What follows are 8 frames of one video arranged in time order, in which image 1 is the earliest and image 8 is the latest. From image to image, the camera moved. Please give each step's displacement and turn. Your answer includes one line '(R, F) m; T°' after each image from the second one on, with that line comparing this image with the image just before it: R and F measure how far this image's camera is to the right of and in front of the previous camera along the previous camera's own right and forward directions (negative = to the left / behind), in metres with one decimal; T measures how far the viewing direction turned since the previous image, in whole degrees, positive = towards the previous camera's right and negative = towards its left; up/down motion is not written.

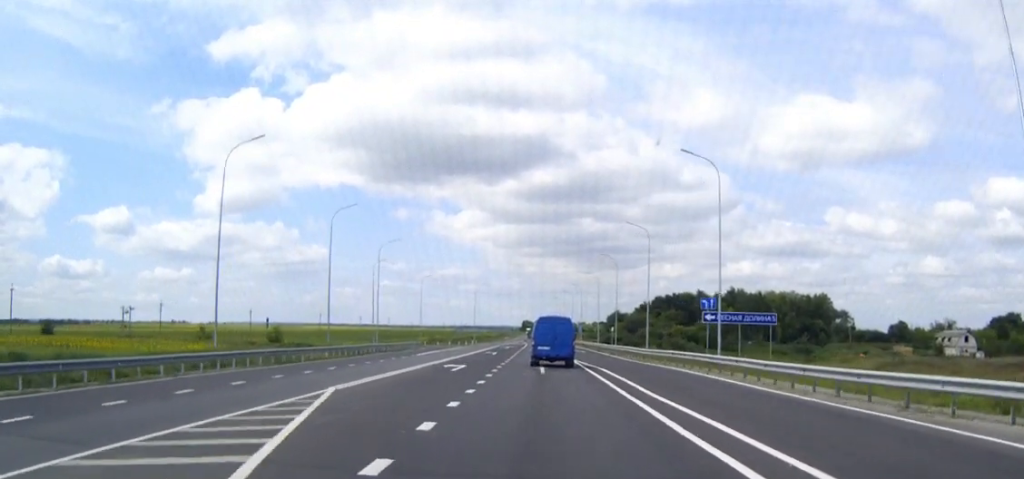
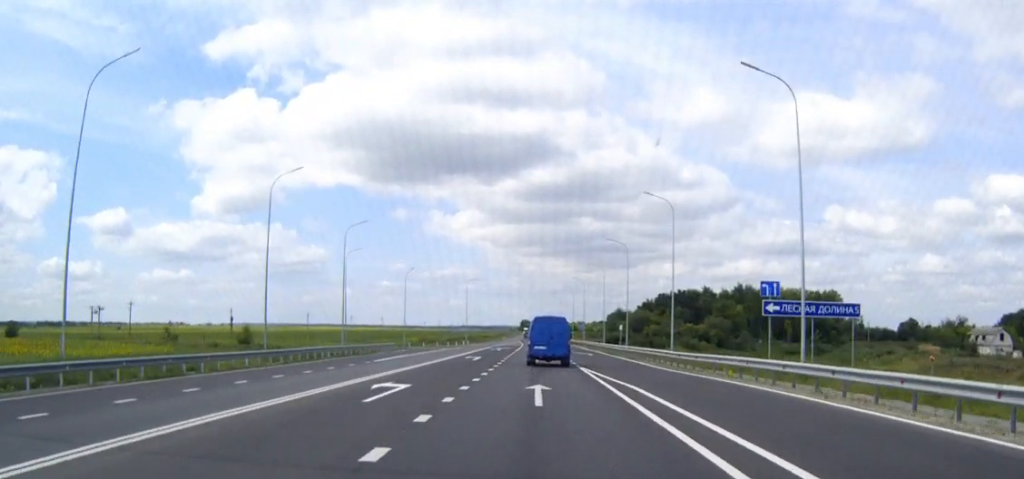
(0.0, +15.2) m; 0°
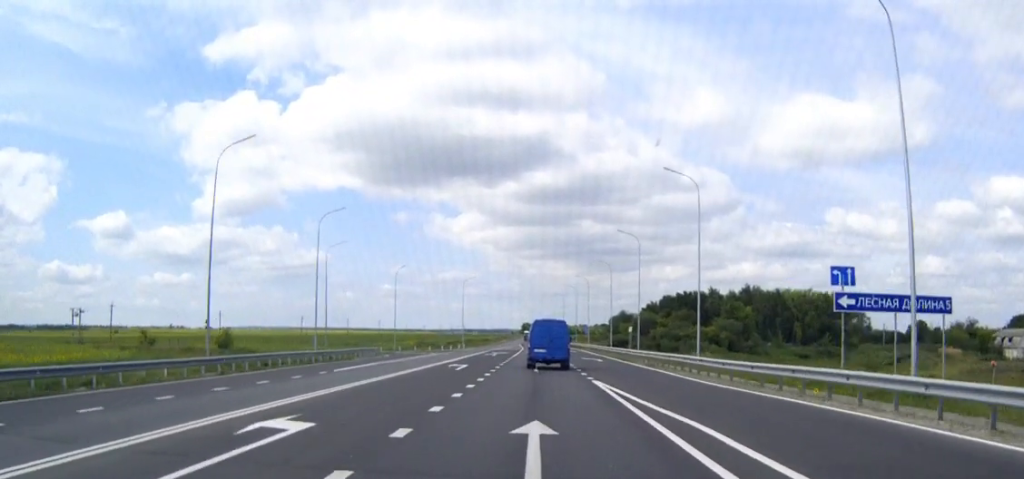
(0.0, +9.5) m; 0°
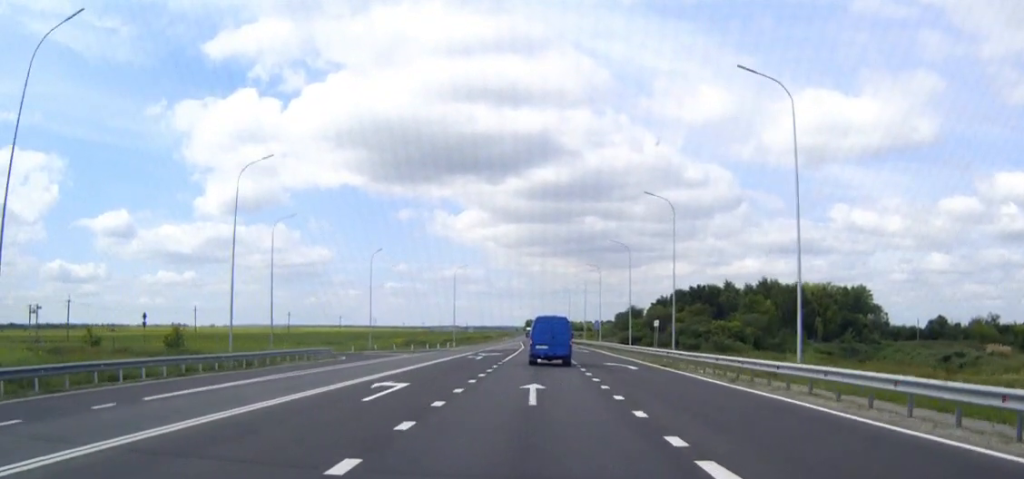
(0.0, +19.3) m; 0°
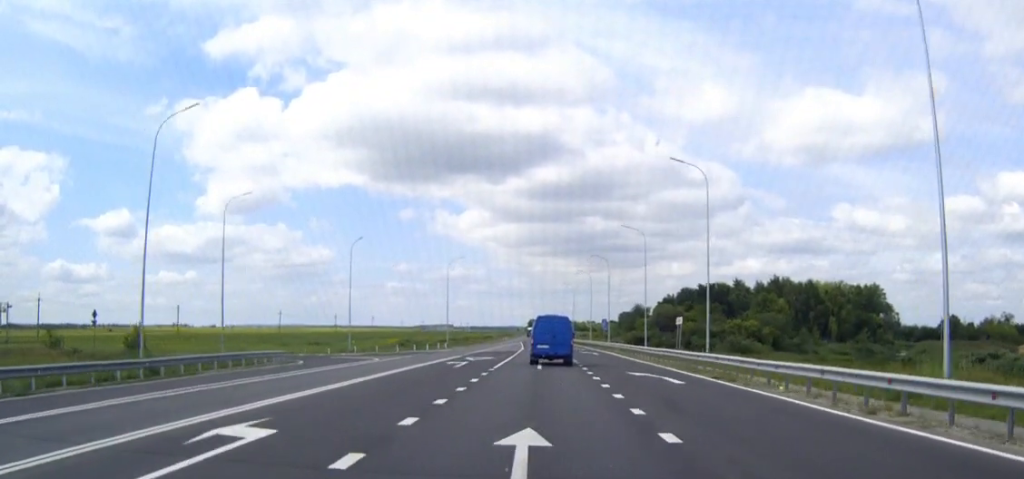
(0.0, +11.8) m; 0°
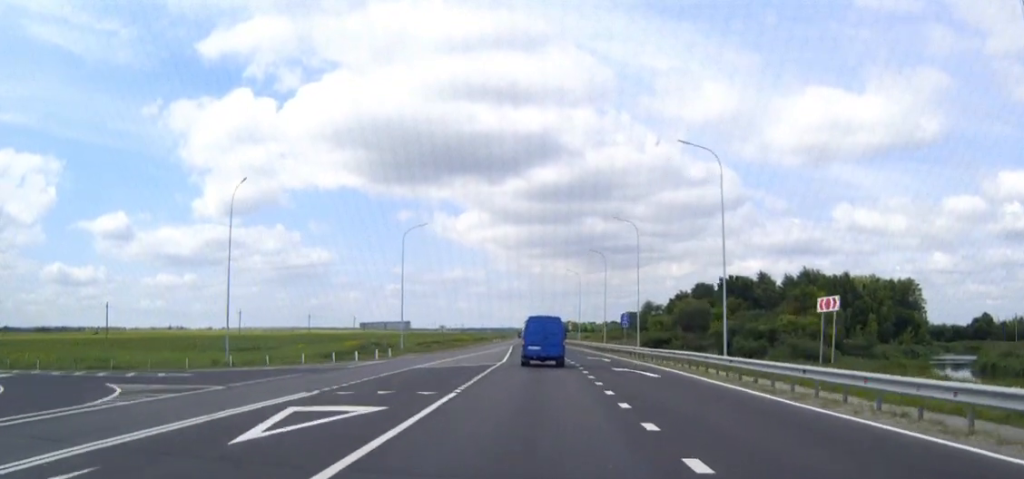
(-0.1, +34.8) m; 0°
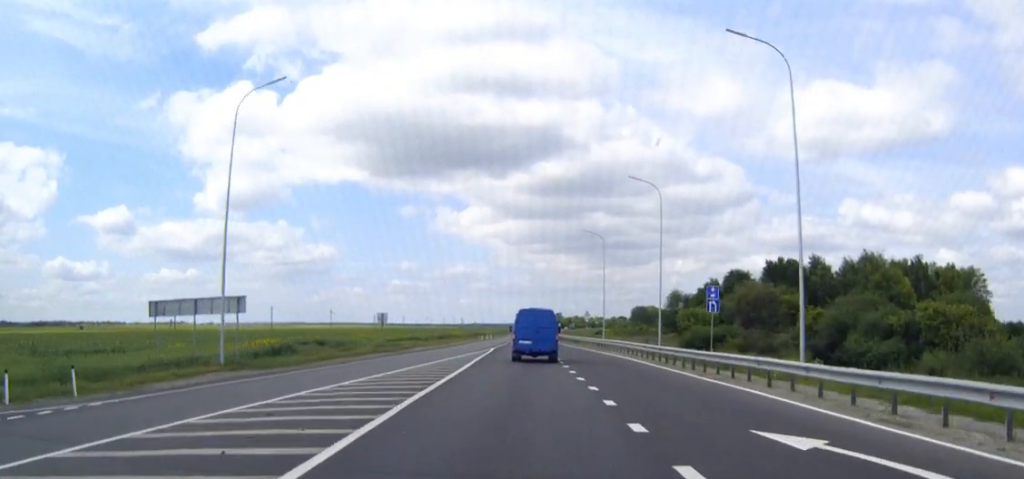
(0.0, +45.1) m; 0°
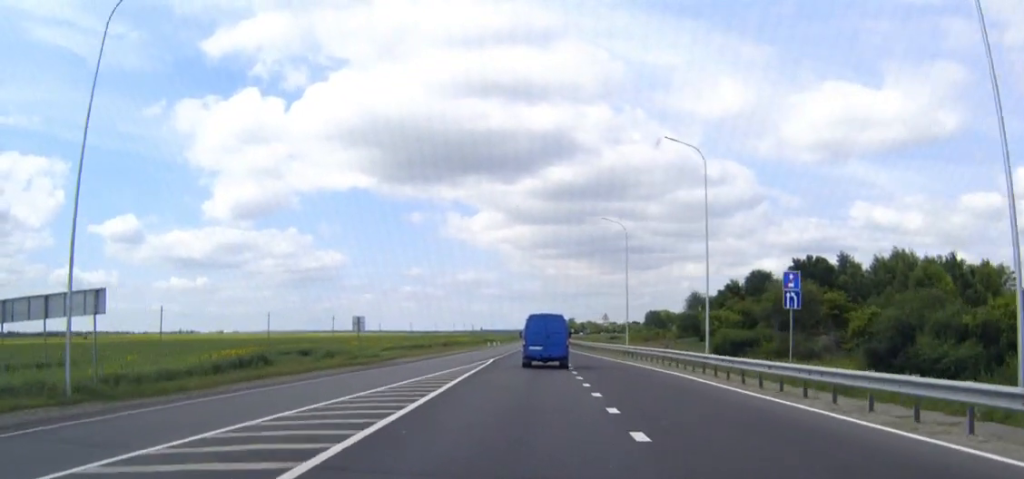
(0.0, +13.0) m; 0°
